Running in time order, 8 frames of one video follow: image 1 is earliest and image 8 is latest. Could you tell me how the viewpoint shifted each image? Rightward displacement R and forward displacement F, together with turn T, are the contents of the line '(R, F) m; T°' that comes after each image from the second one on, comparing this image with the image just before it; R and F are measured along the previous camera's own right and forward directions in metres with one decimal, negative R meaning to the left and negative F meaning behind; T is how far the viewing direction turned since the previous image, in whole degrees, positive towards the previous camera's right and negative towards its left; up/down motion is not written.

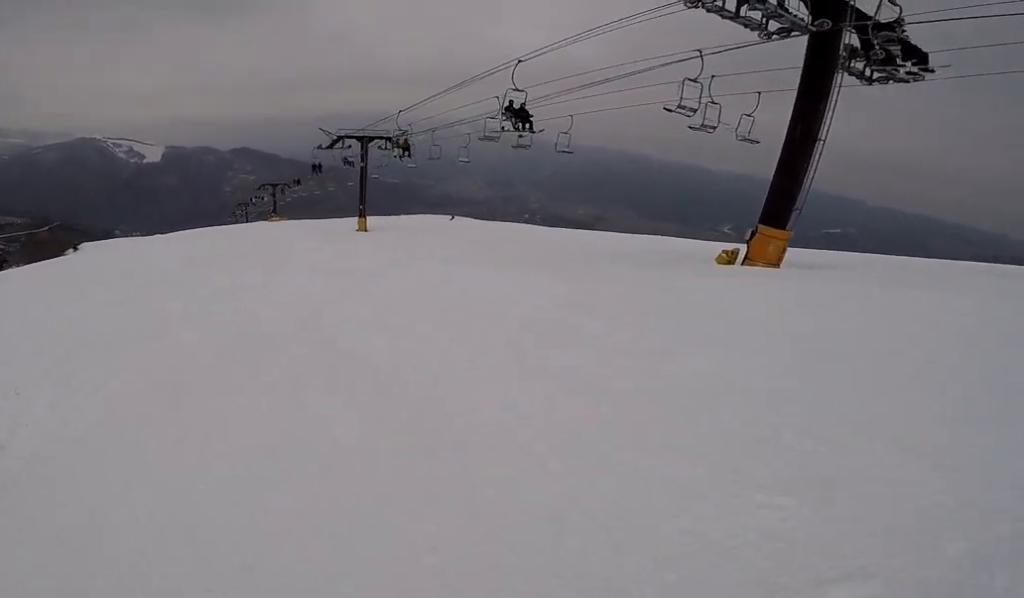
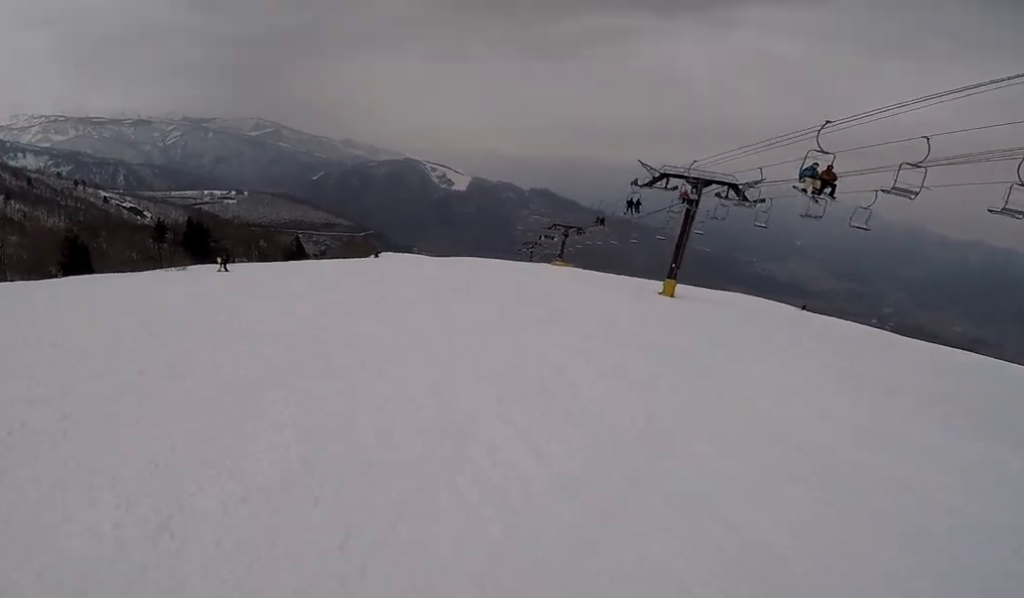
(-3.1, +6.4) m; -35°
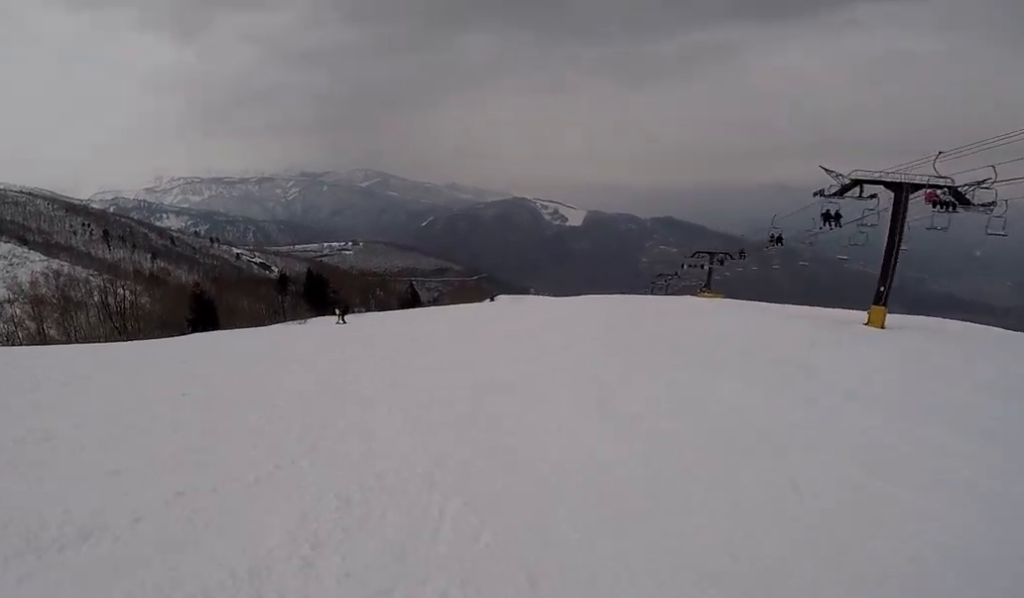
(-0.3, +4.2) m; -5°
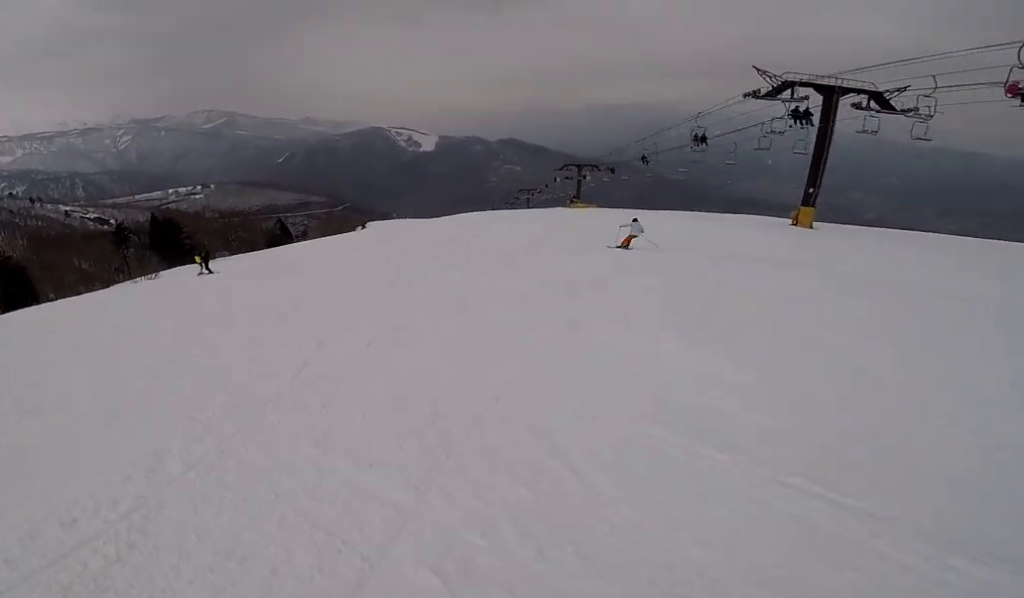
(+0.4, +7.4) m; +19°
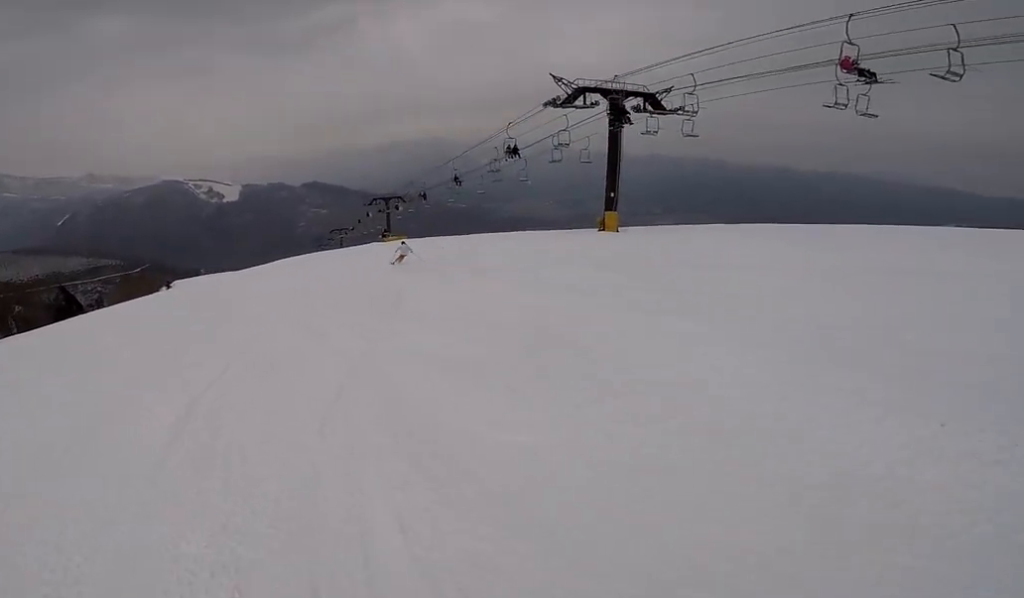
(+0.6, +4.2) m; +16°
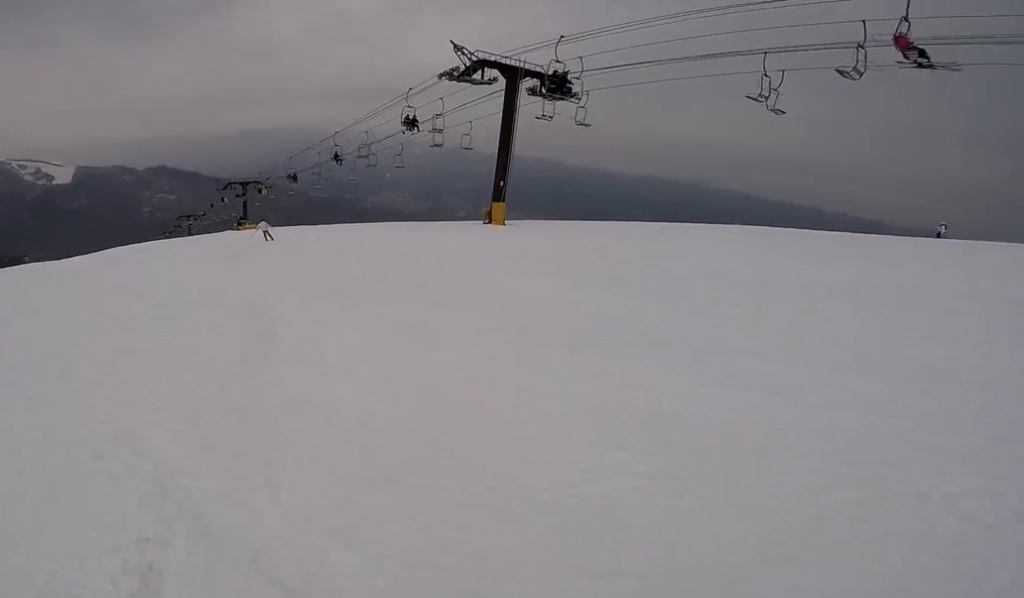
(+0.7, +5.6) m; +21°
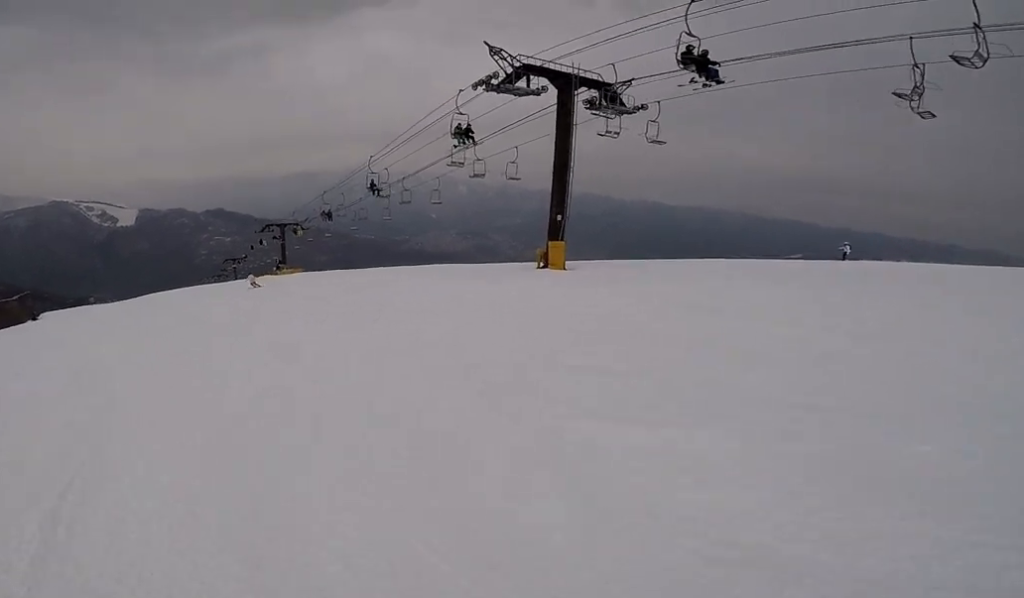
(+1.6, +6.1) m; +6°
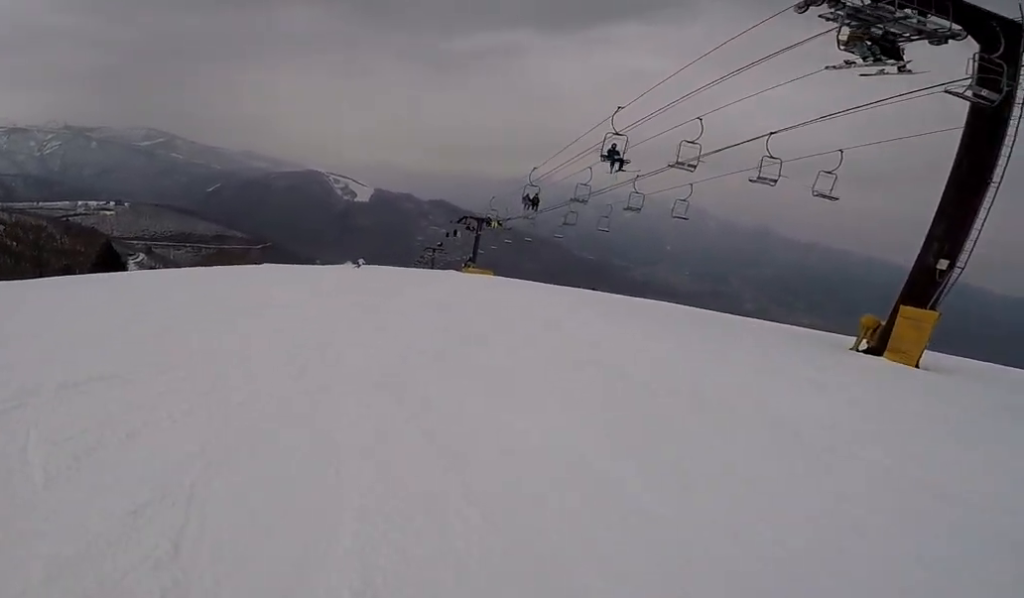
(-3.1, +8.7) m; -46°
